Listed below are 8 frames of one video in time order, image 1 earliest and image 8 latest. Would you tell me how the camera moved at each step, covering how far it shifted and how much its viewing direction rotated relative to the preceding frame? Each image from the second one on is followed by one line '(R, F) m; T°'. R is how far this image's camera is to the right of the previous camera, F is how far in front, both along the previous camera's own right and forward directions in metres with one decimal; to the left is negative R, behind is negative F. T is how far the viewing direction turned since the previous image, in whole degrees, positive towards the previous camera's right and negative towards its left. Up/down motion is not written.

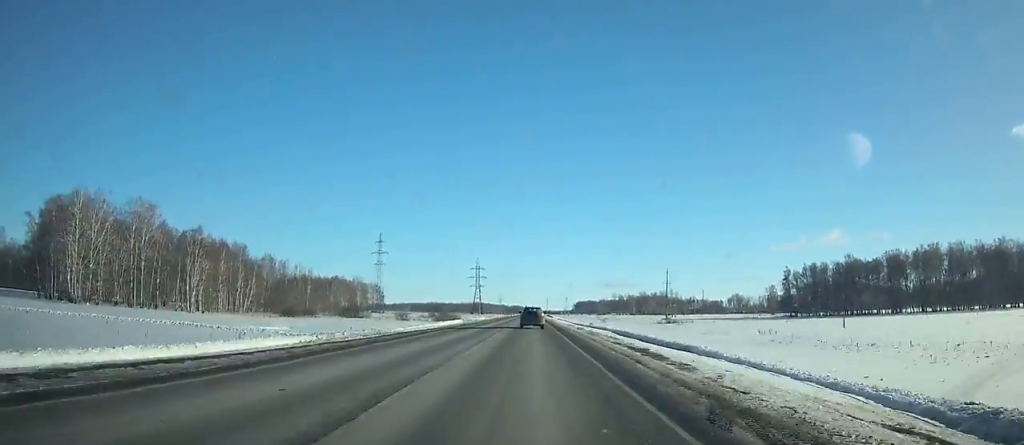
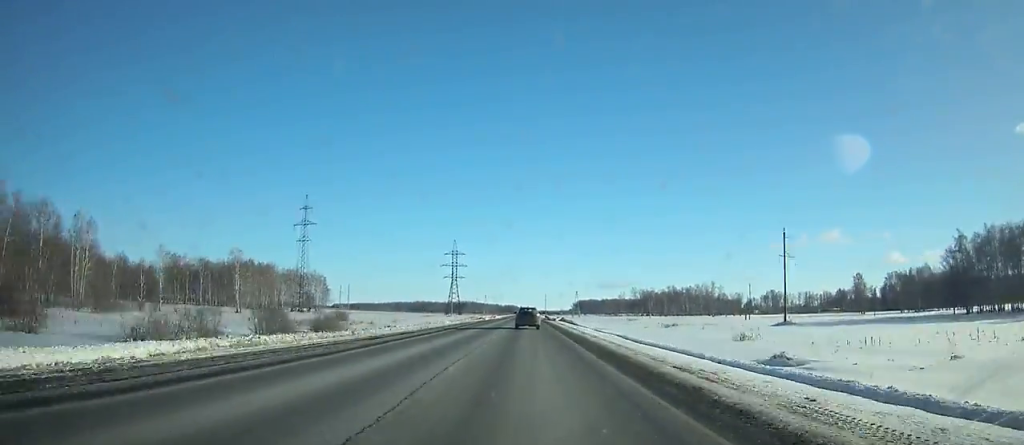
(-0.1, +119.9) m; 0°
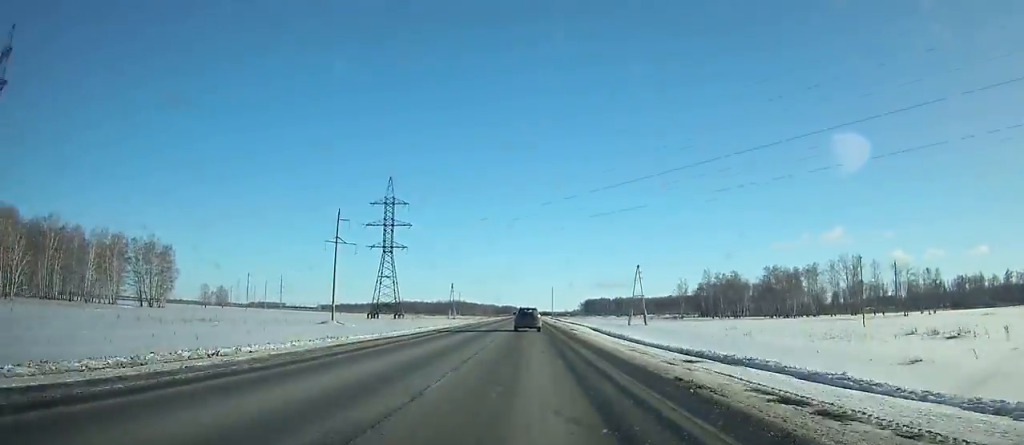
(-0.3, +153.9) m; 0°
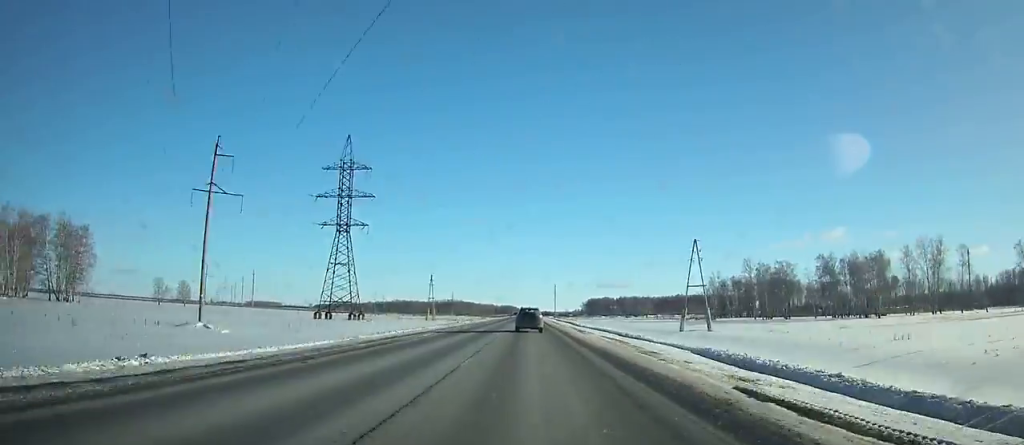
(0.0, +43.3) m; 0°
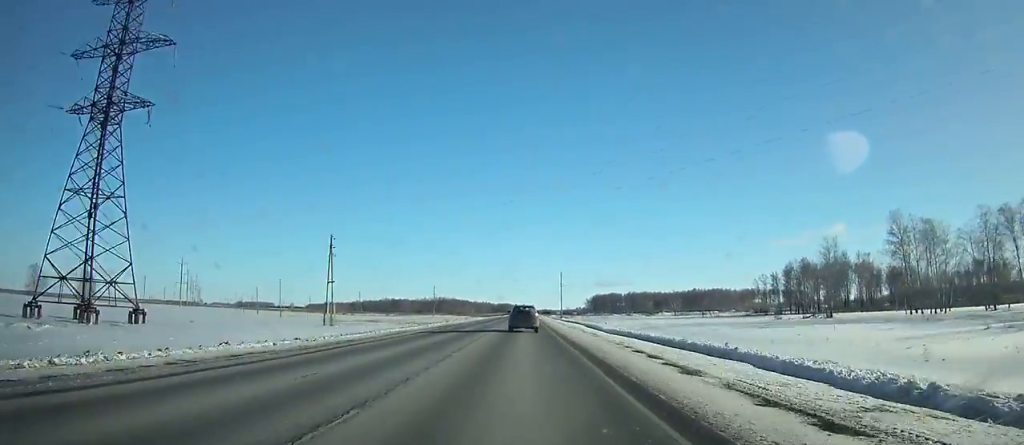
(+0.1, +81.2) m; 0°
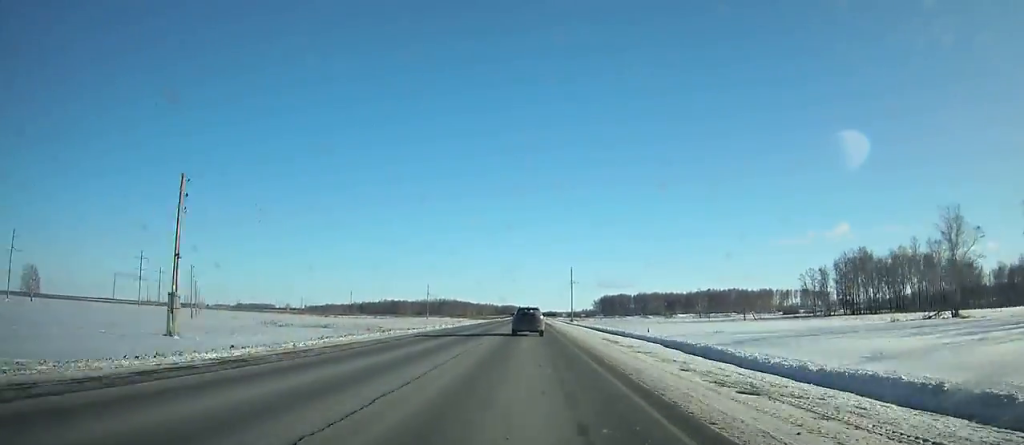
(0.0, +38.1) m; 0°
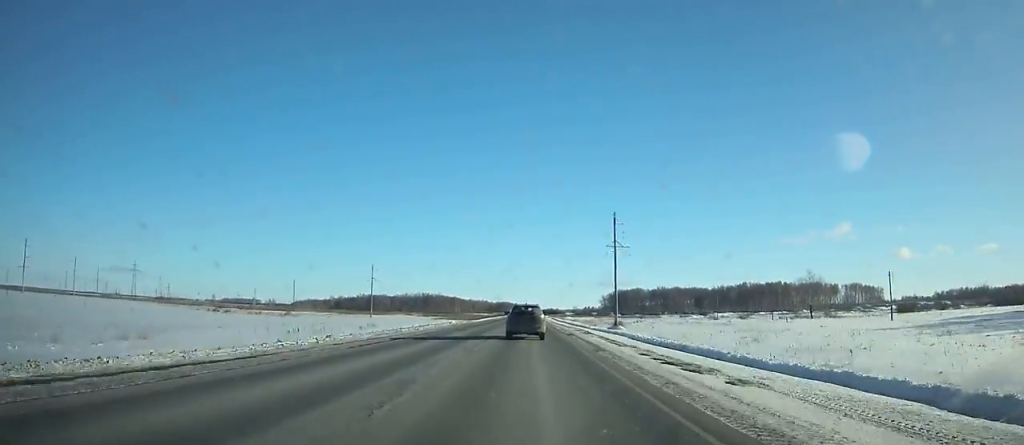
(-0.1, +116.5) m; 0°
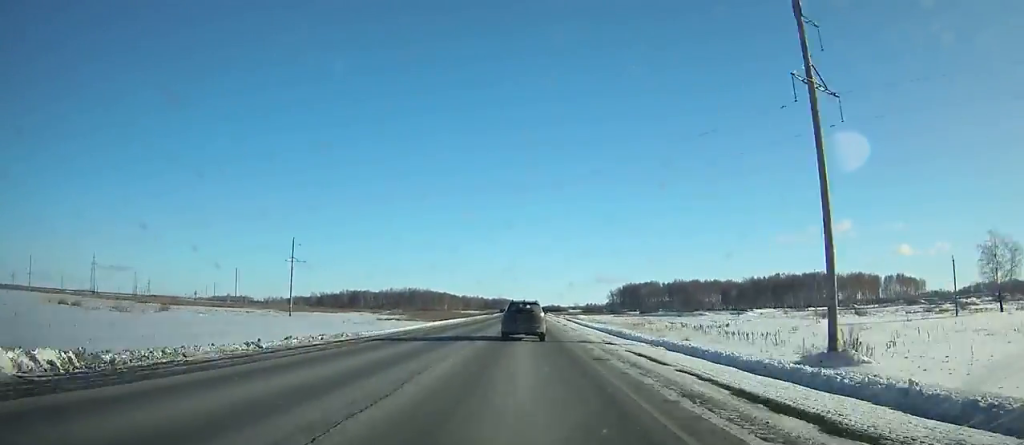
(+0.1, +75.4) m; 0°
